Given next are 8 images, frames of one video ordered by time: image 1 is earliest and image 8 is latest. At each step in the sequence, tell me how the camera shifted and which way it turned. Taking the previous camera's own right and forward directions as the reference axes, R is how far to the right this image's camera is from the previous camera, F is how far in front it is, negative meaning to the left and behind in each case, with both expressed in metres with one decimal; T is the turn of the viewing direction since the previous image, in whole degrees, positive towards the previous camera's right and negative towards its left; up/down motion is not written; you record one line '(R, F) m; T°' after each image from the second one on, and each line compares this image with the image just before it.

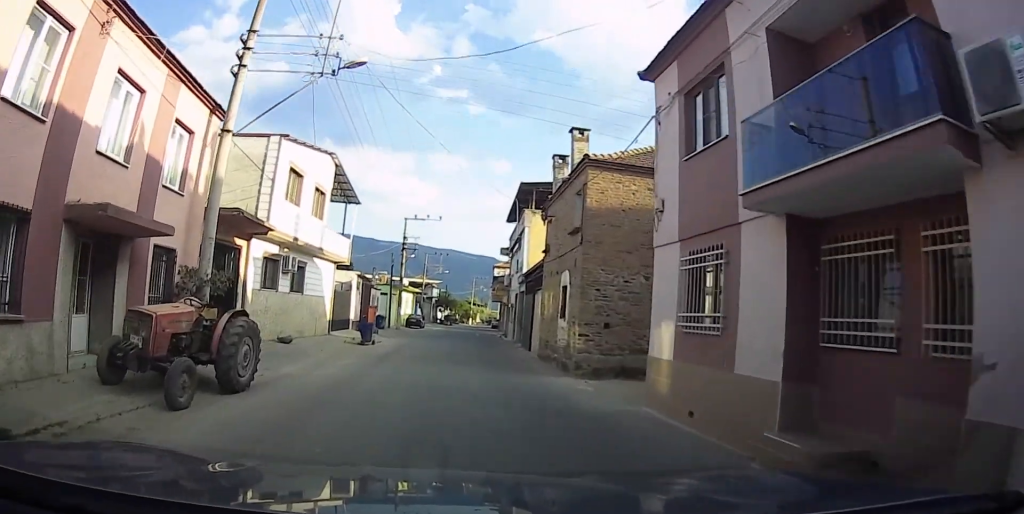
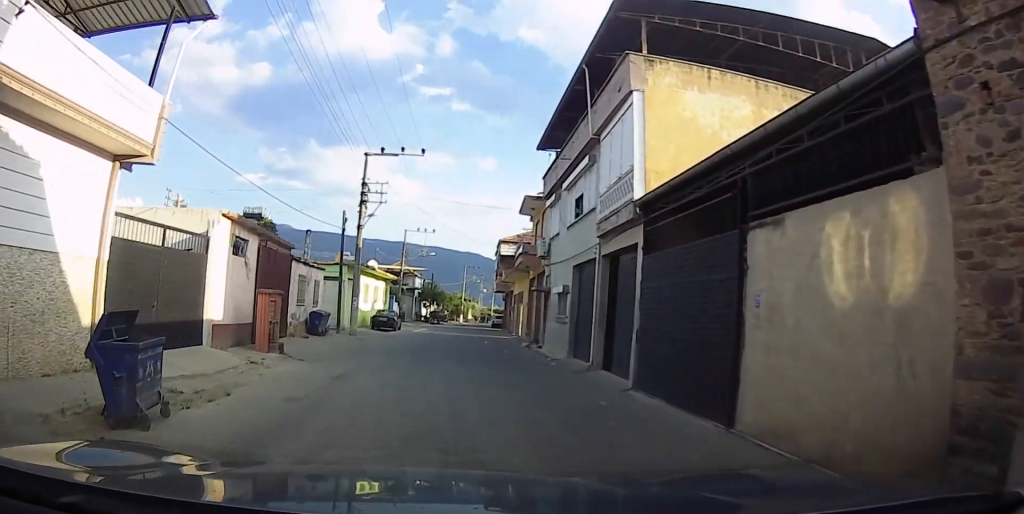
(-0.1, +20.7) m; +1°
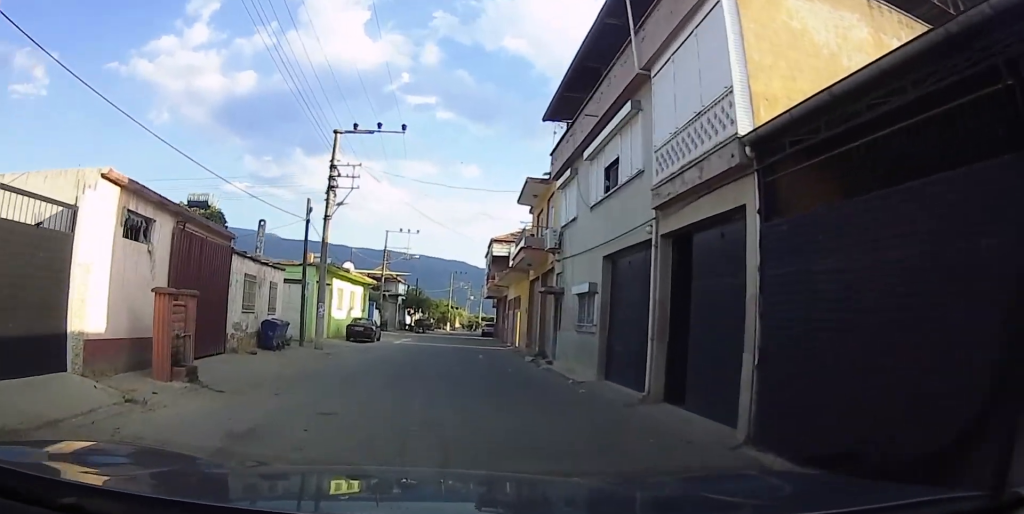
(+0.1, +6.0) m; +2°
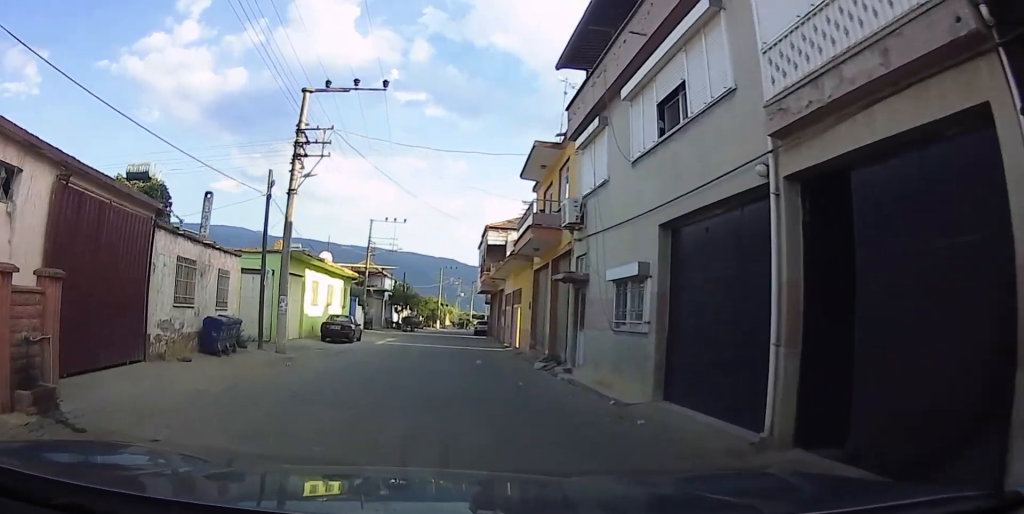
(+0.1, +4.7) m; +3°
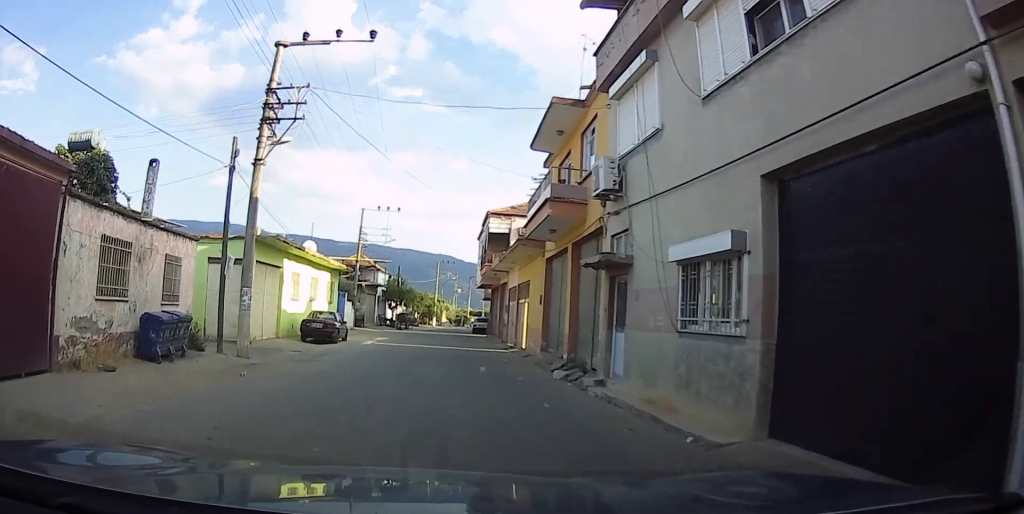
(0.0, +3.5) m; +4°
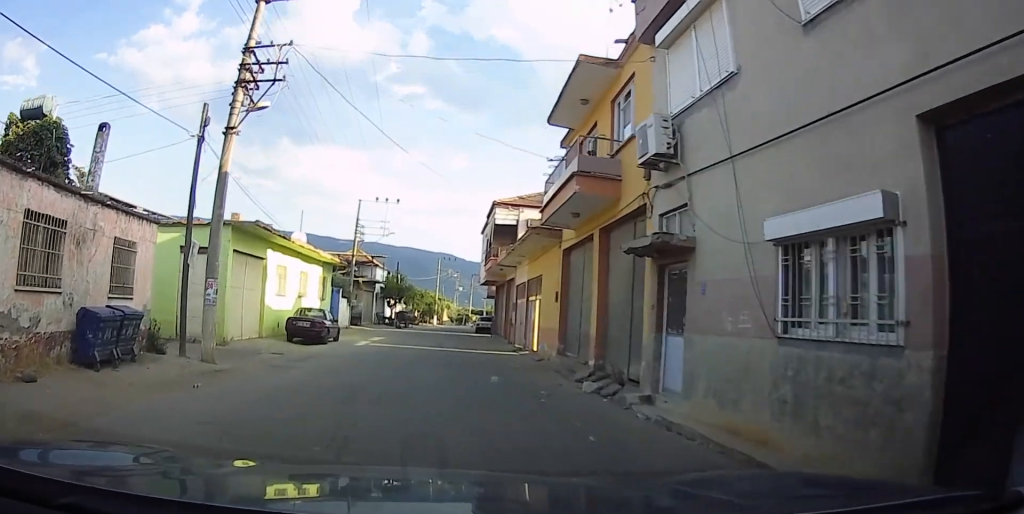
(-0.1, +2.6) m; +3°
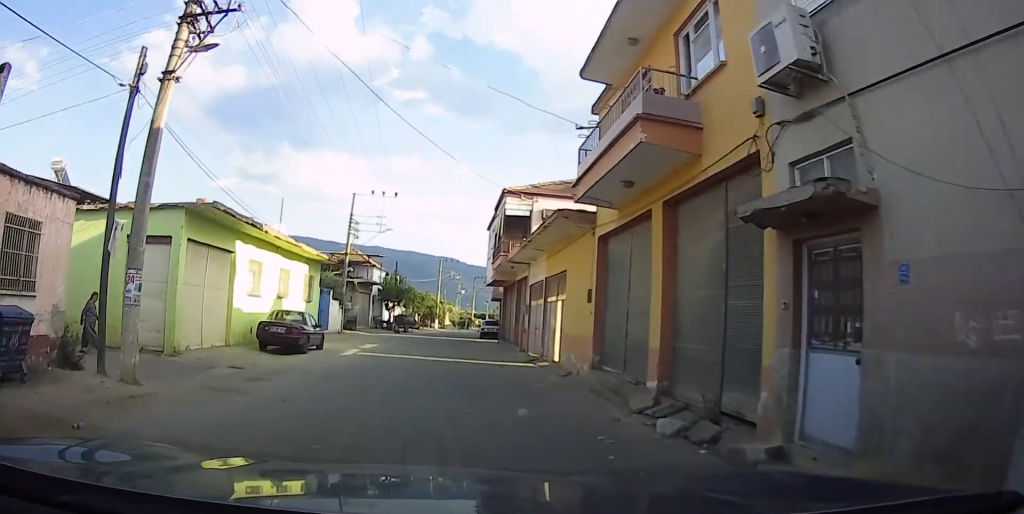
(+0.4, +4.0) m; 0°
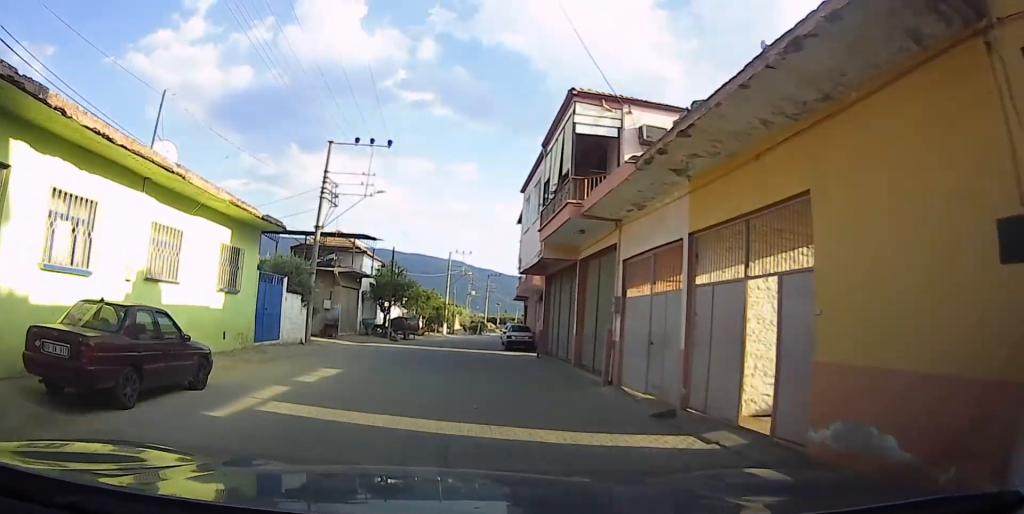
(-0.6, +11.0) m; -8°
